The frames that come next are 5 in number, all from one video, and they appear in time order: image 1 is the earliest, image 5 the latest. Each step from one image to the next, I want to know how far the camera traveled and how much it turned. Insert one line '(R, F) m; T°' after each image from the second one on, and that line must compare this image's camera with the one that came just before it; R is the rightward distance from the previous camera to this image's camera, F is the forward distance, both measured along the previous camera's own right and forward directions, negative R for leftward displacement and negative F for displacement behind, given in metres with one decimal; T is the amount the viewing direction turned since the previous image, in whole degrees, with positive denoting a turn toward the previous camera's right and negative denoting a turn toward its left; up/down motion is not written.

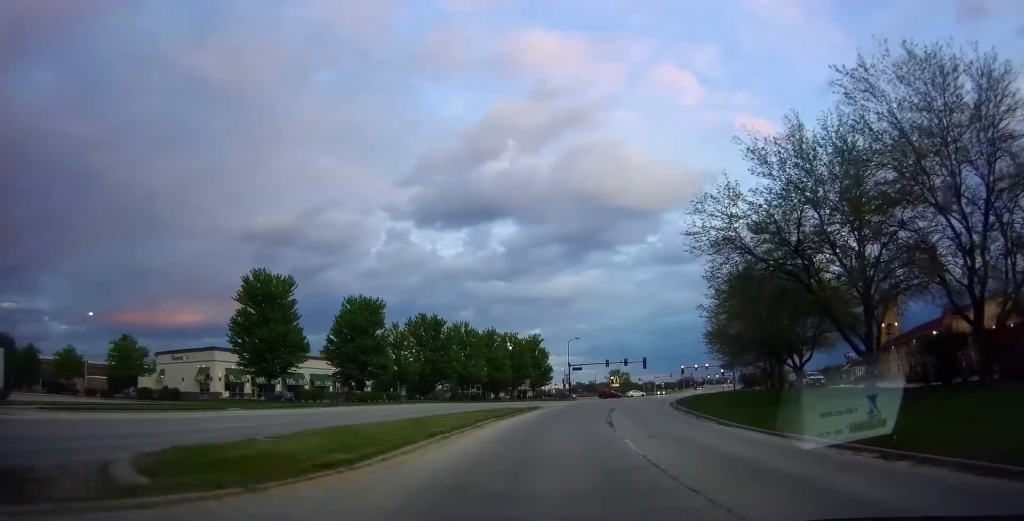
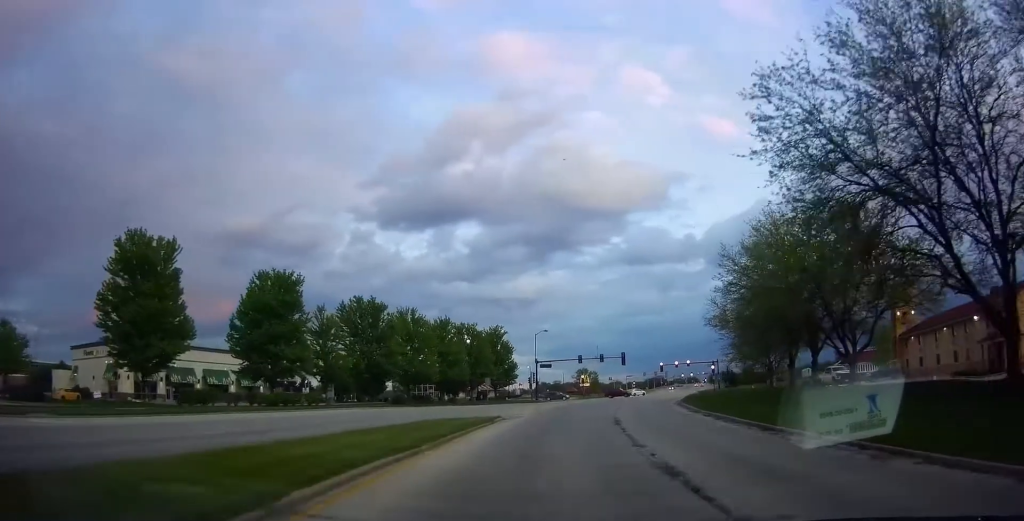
(+0.4, +14.5) m; +2°
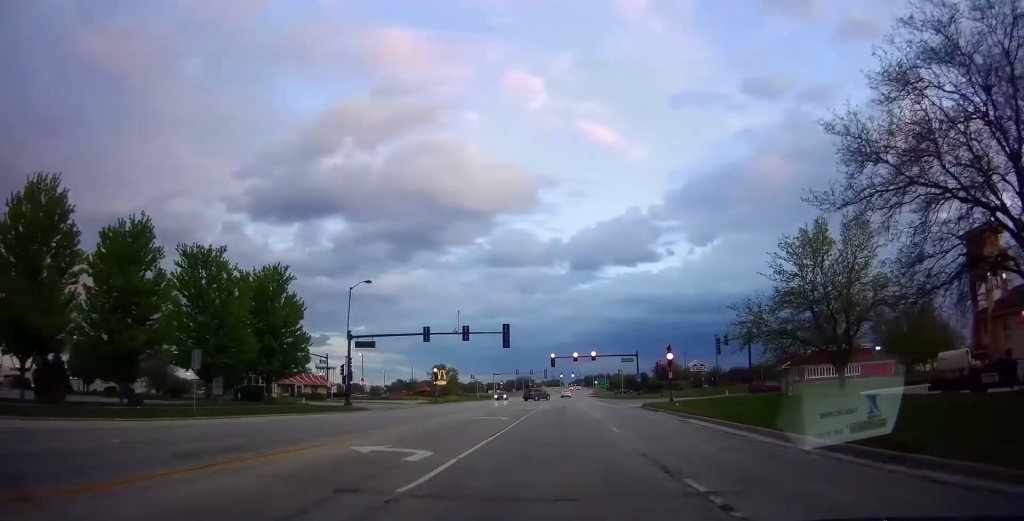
(+6.3, +40.5) m; +20°
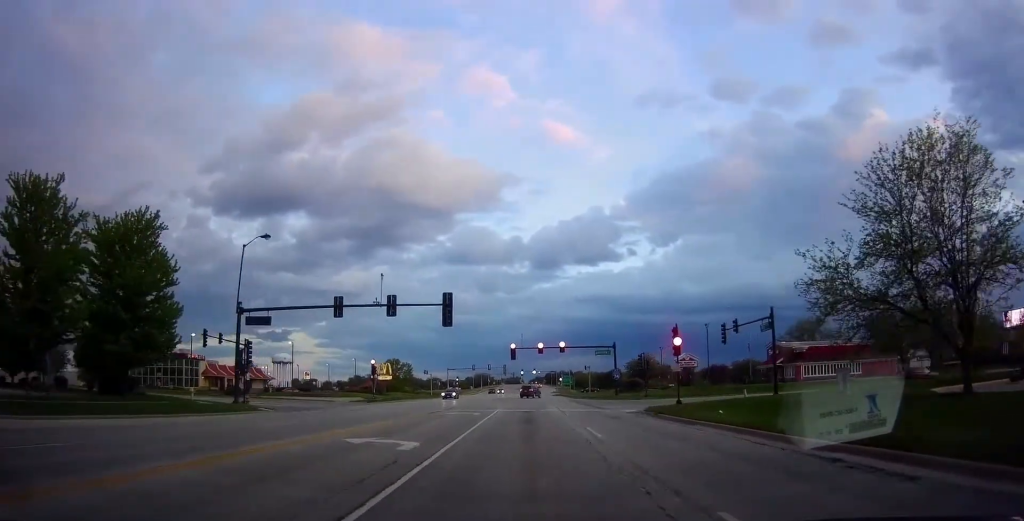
(+0.4, +14.9) m; +1°
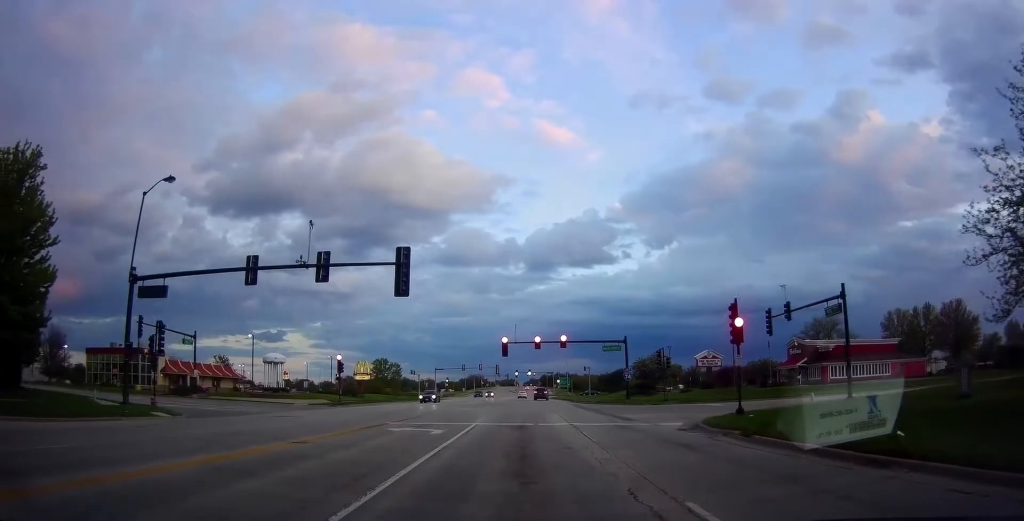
(0.0, +12.0) m; 0°
